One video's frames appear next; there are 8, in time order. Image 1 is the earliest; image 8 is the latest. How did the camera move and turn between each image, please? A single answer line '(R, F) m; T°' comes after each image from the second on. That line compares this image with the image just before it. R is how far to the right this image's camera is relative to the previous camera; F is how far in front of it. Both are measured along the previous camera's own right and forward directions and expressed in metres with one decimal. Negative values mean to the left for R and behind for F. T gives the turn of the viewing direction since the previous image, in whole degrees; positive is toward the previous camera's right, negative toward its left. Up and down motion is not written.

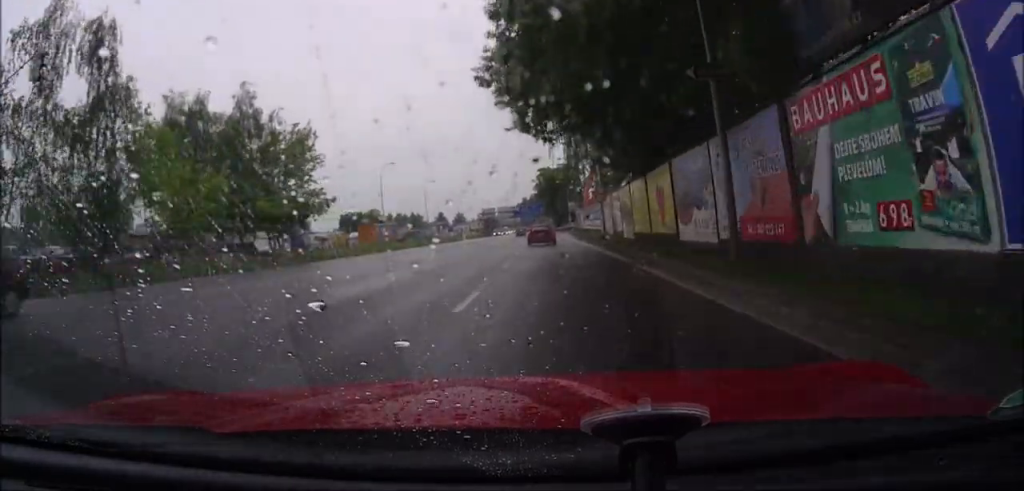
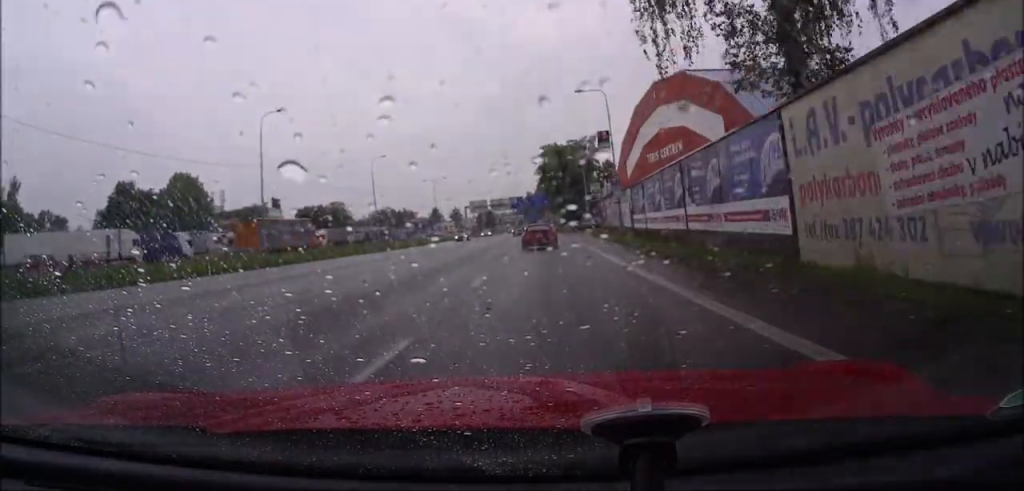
(+0.3, +47.6) m; +1°
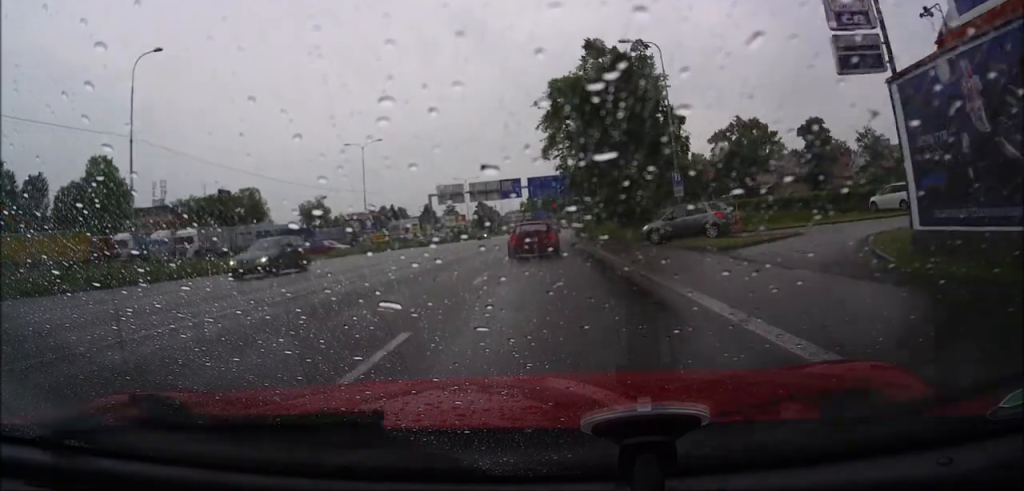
(-2.5, +53.9) m; -1°
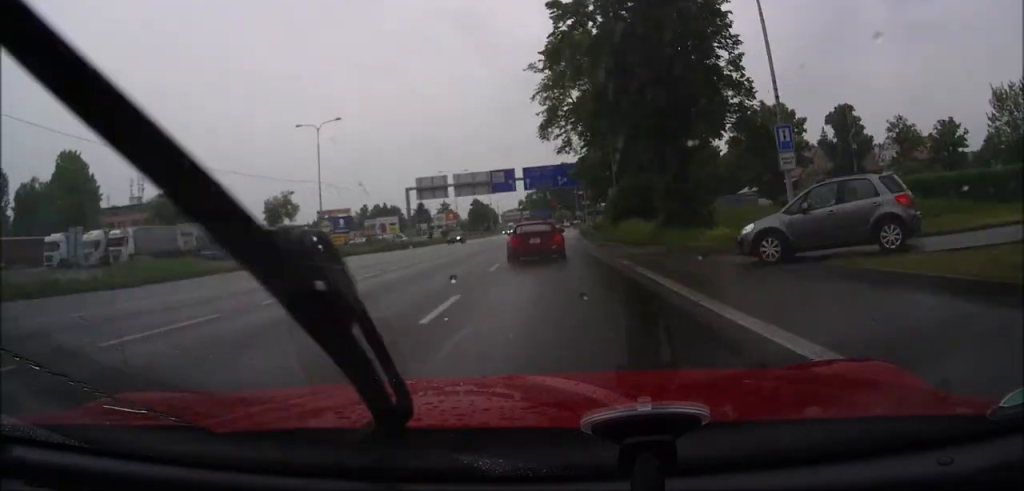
(+1.6, +17.6) m; +2°
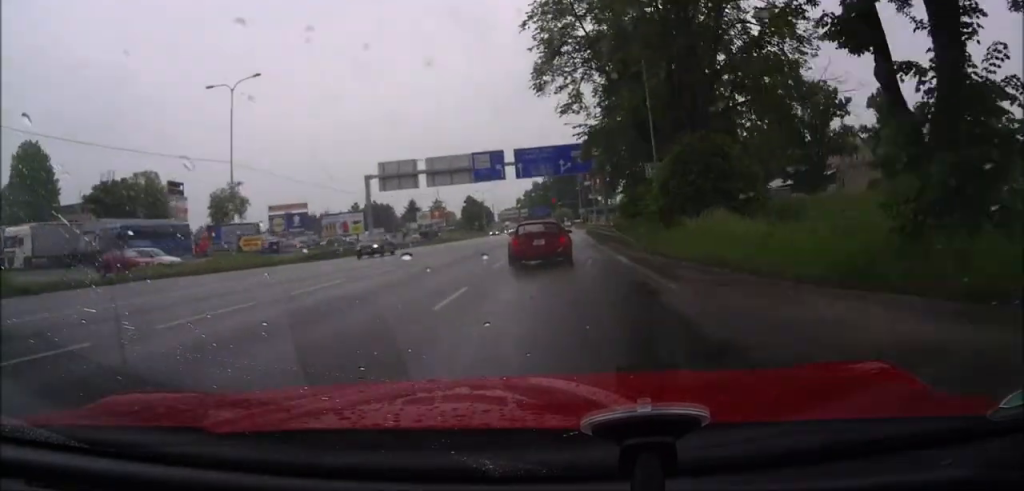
(-0.1, +20.3) m; -1°
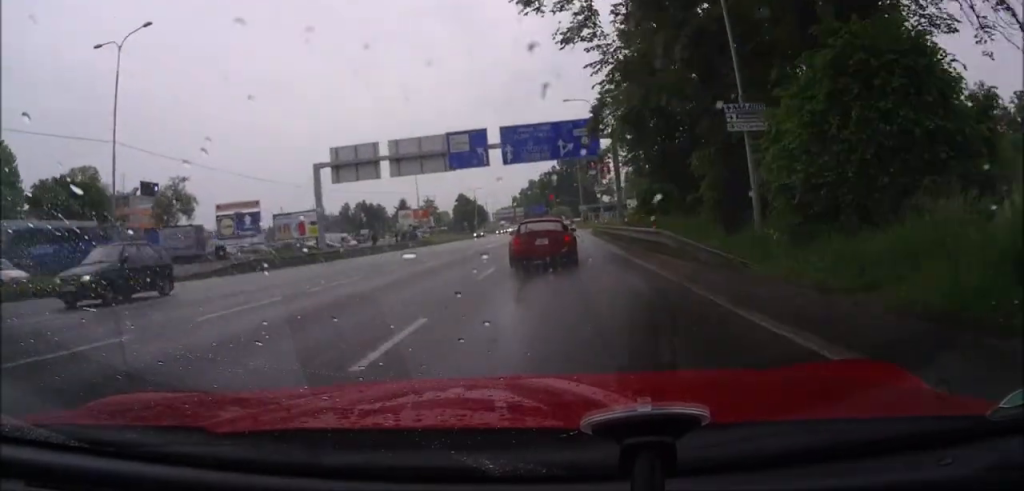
(-0.3, +14.9) m; -1°
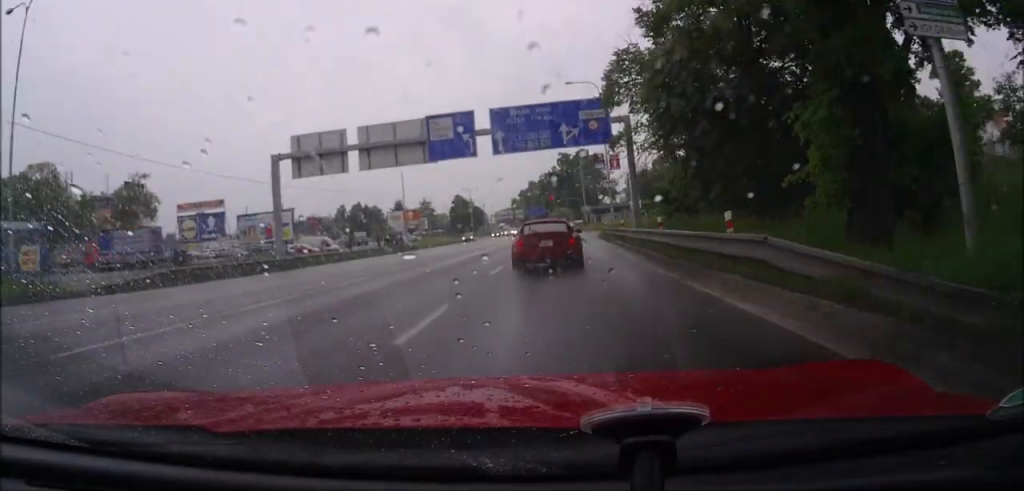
(-0.1, +8.9) m; 0°
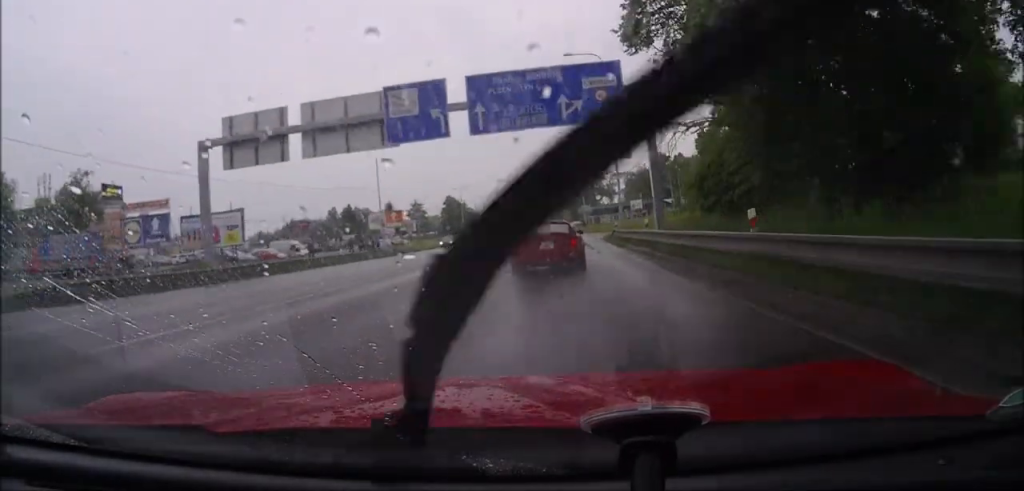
(0.0, +10.0) m; 0°
